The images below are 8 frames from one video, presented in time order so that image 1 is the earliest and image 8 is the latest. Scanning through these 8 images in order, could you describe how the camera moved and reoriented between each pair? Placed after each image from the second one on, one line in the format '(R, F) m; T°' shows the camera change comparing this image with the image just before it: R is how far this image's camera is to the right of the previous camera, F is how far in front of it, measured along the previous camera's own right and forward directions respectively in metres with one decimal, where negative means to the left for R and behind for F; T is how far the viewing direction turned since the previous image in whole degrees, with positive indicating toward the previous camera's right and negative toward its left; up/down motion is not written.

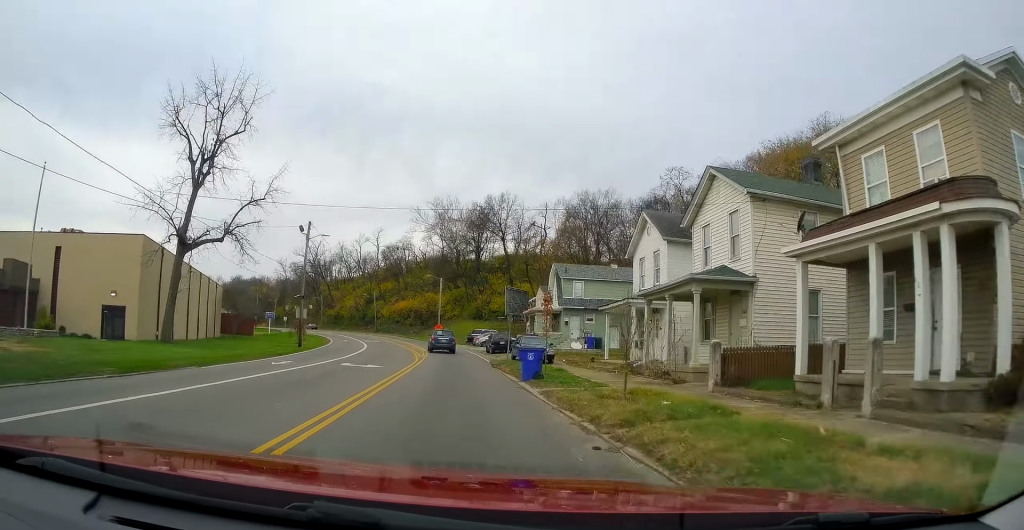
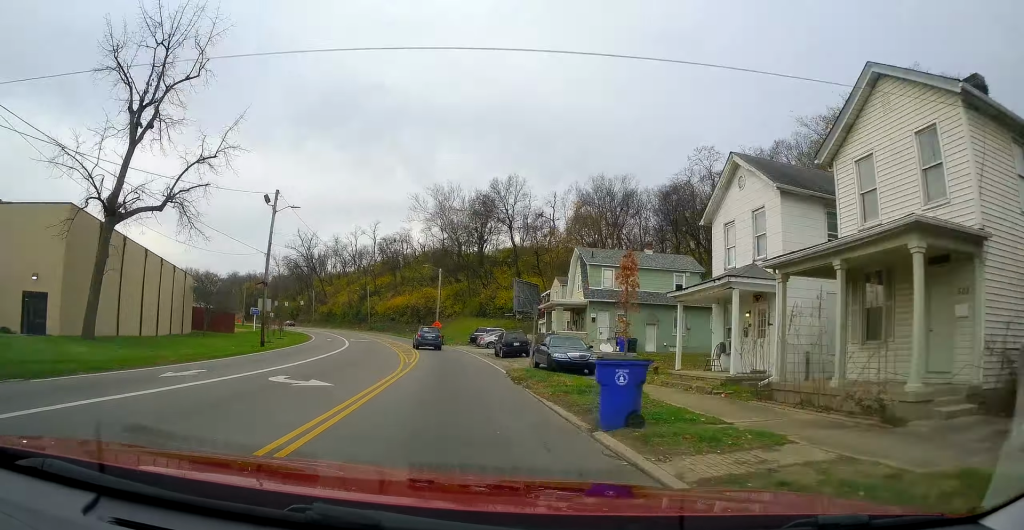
(-0.2, +9.7) m; -1°
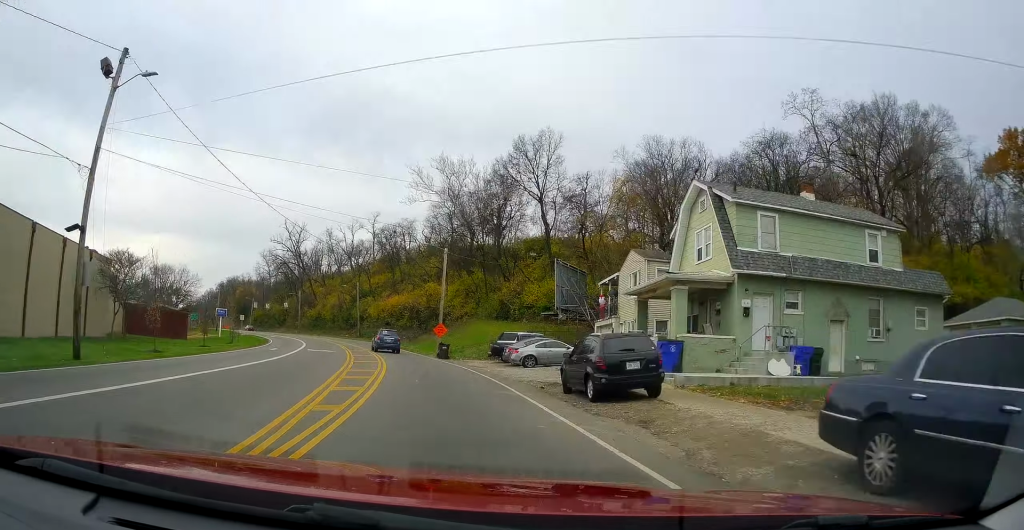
(-0.1, +21.3) m; +3°
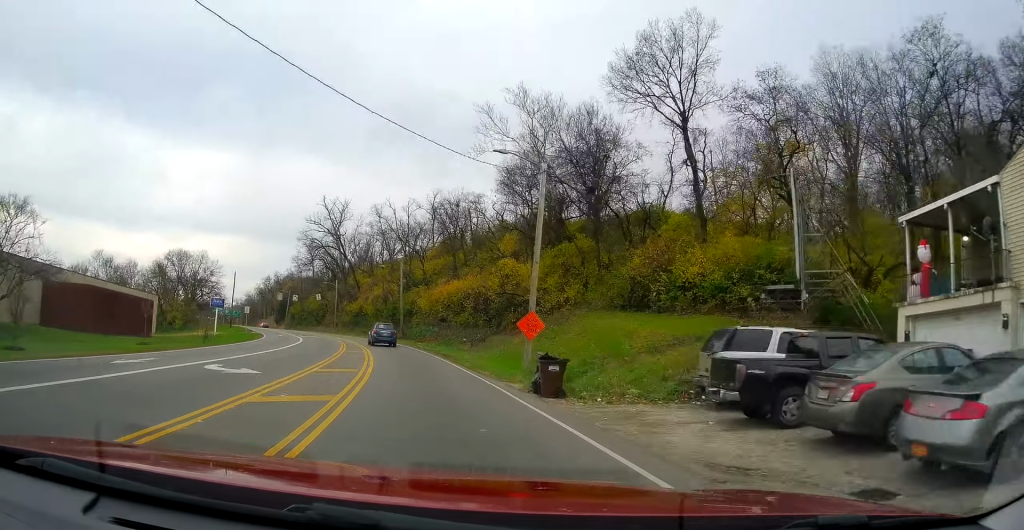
(-0.1, +24.5) m; -5°
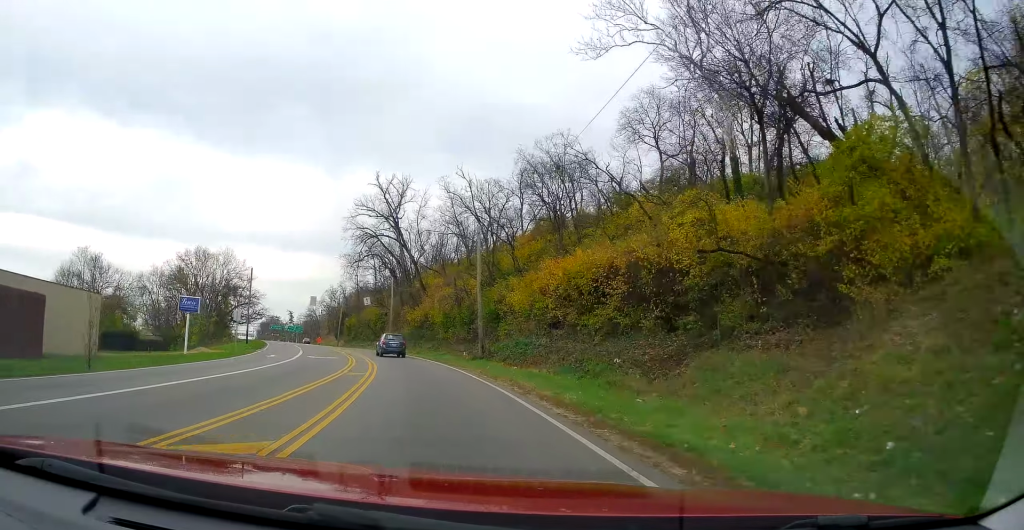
(-1.1, +25.8) m; -5°
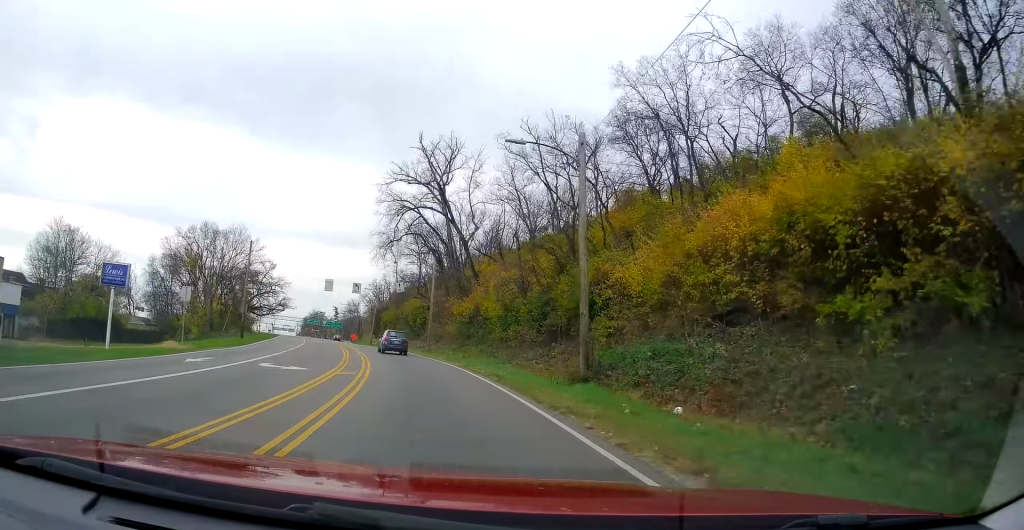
(-1.0, +16.9) m; -8°
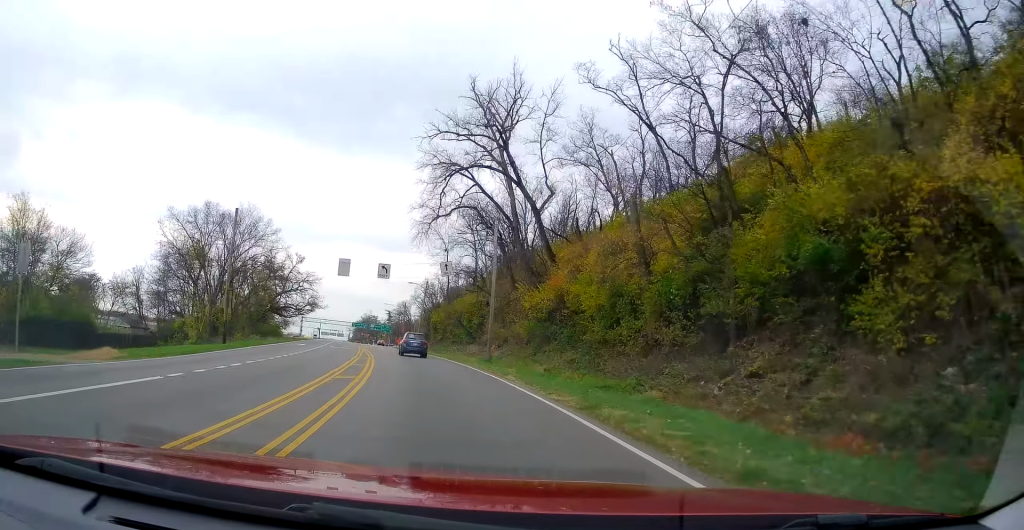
(-1.3, +16.8) m; -7°
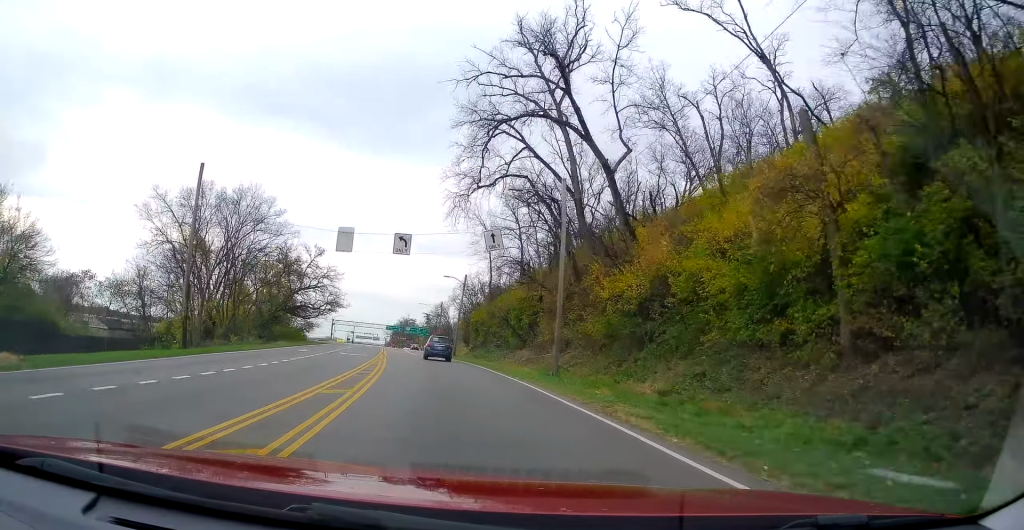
(-0.4, +11.9) m; -3°
